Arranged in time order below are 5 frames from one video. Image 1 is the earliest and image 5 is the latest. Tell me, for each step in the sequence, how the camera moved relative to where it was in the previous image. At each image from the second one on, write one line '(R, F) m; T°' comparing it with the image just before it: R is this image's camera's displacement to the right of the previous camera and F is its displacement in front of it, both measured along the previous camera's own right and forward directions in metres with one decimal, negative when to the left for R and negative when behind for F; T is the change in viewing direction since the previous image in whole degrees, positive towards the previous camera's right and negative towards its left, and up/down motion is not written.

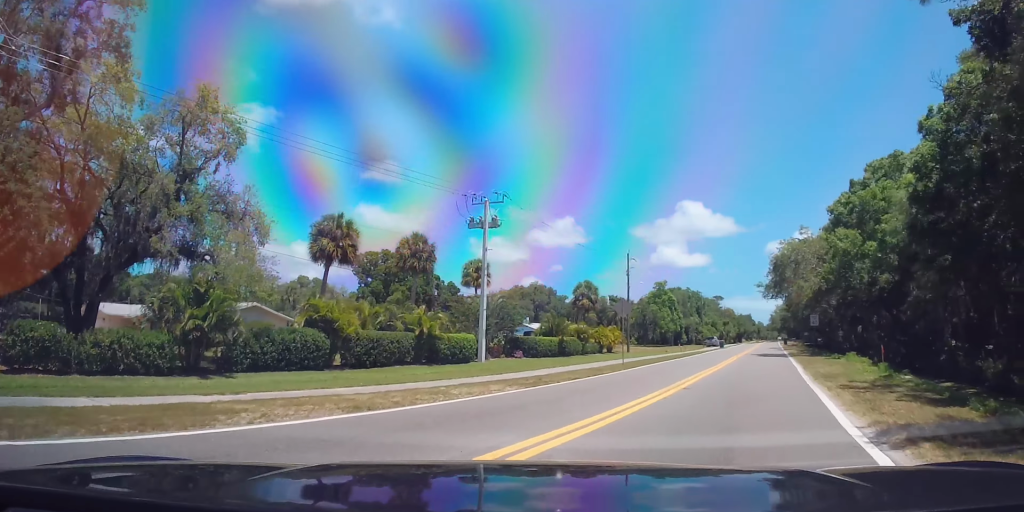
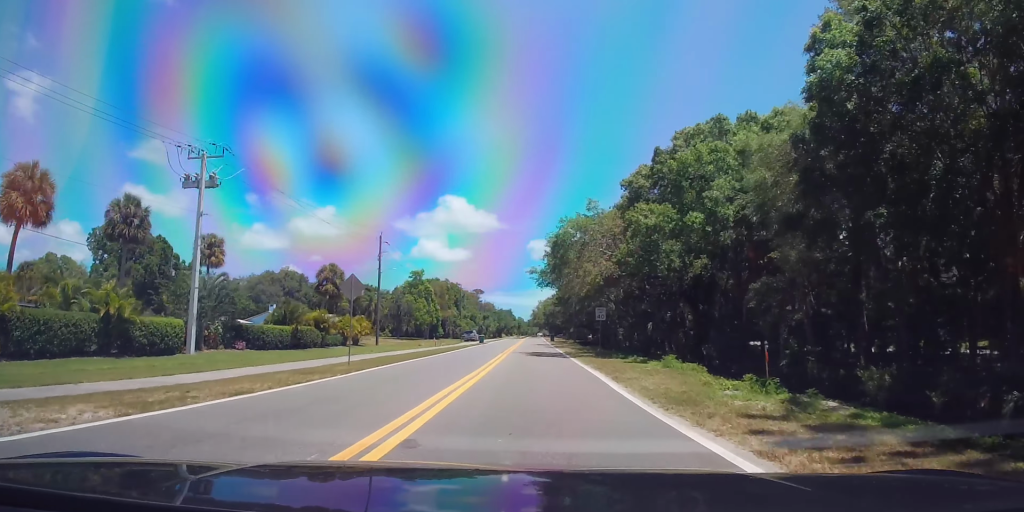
(+1.6, +8.2) m; +19°
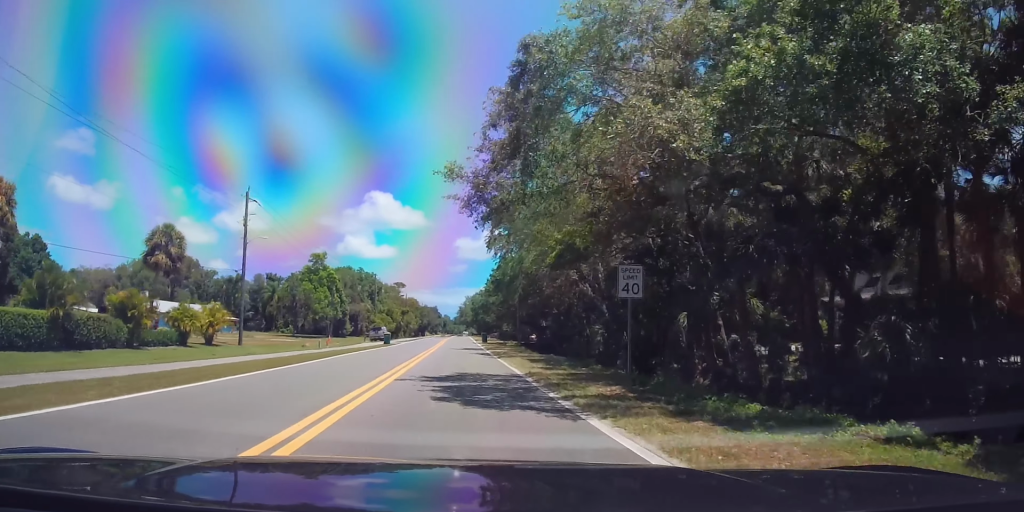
(+2.9, +21.3) m; +9°
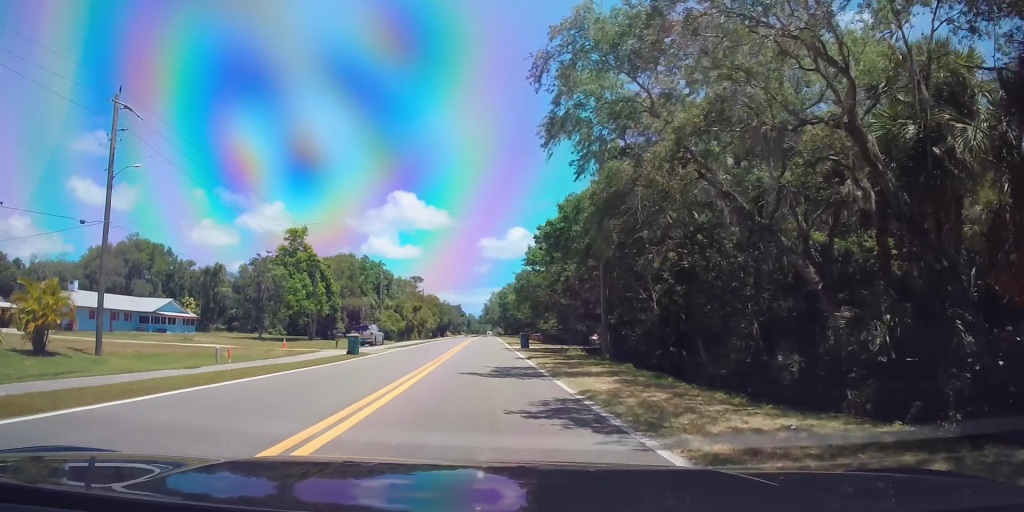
(+0.1, +23.9) m; -2°
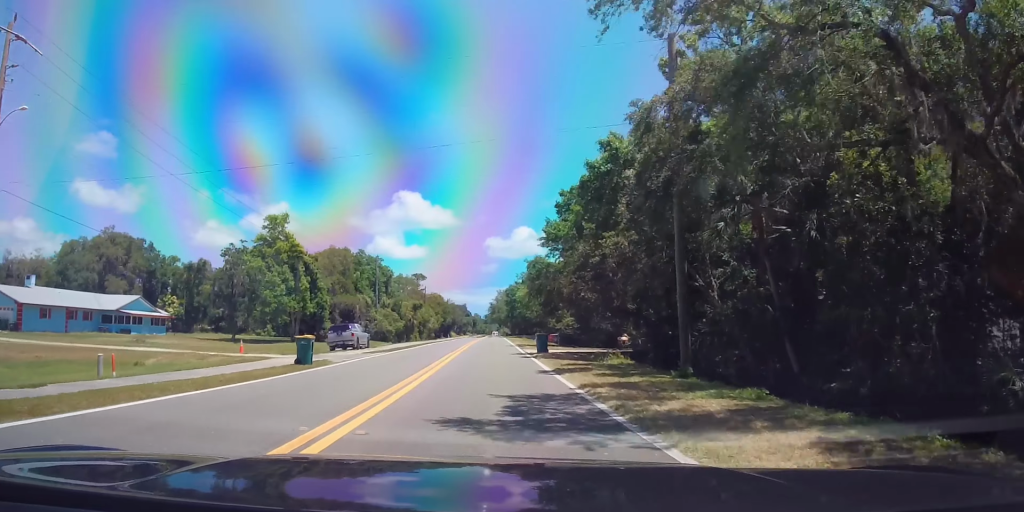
(0.0, +9.1) m; 0°
